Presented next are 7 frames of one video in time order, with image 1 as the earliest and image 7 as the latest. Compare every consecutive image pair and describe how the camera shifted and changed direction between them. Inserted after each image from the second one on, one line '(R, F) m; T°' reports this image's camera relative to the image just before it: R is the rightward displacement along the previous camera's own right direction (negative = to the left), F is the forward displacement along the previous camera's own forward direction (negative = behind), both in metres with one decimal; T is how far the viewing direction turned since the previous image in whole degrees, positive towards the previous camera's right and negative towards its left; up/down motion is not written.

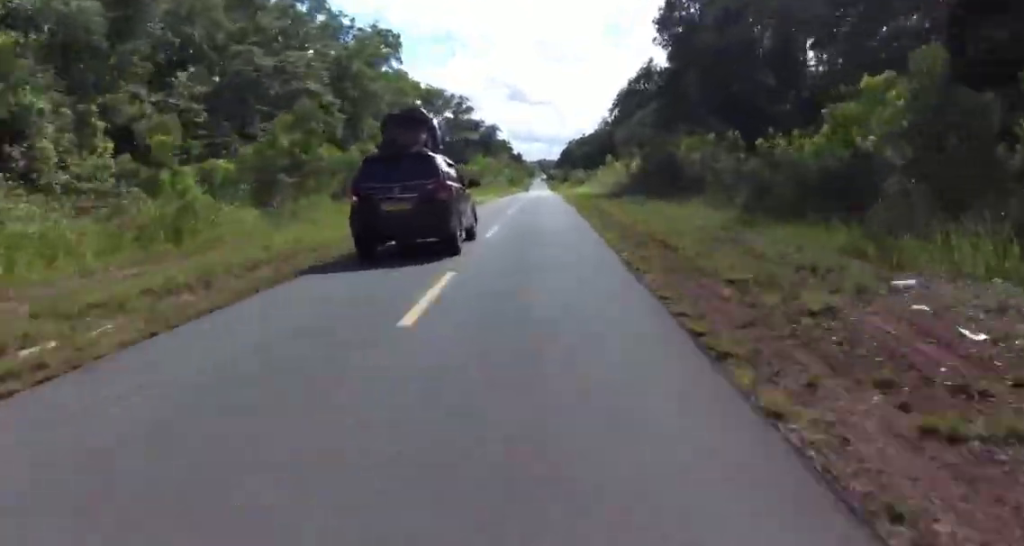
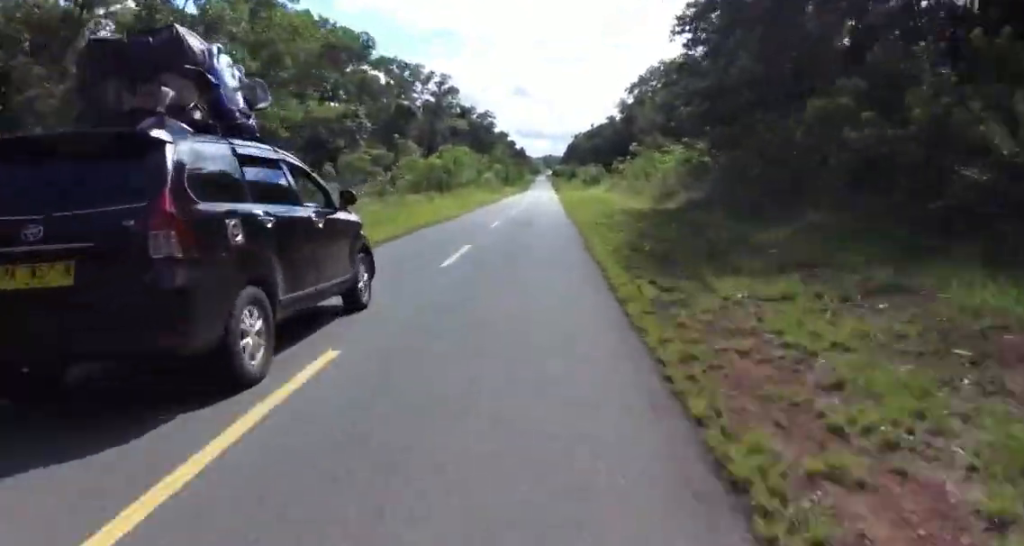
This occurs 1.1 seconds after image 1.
(-0.4, +29.7) m; -2°
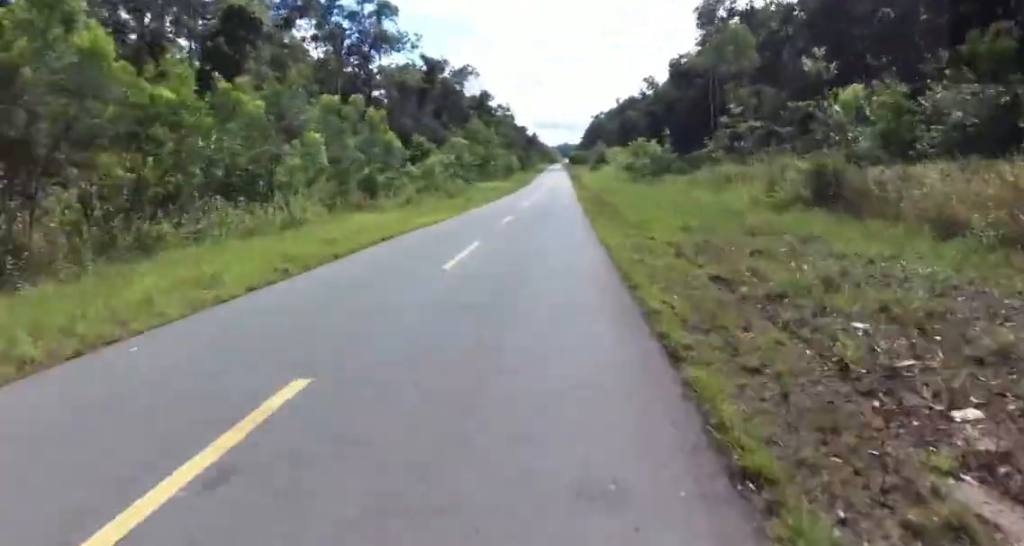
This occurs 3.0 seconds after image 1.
(+0.7, +52.1) m; +2°
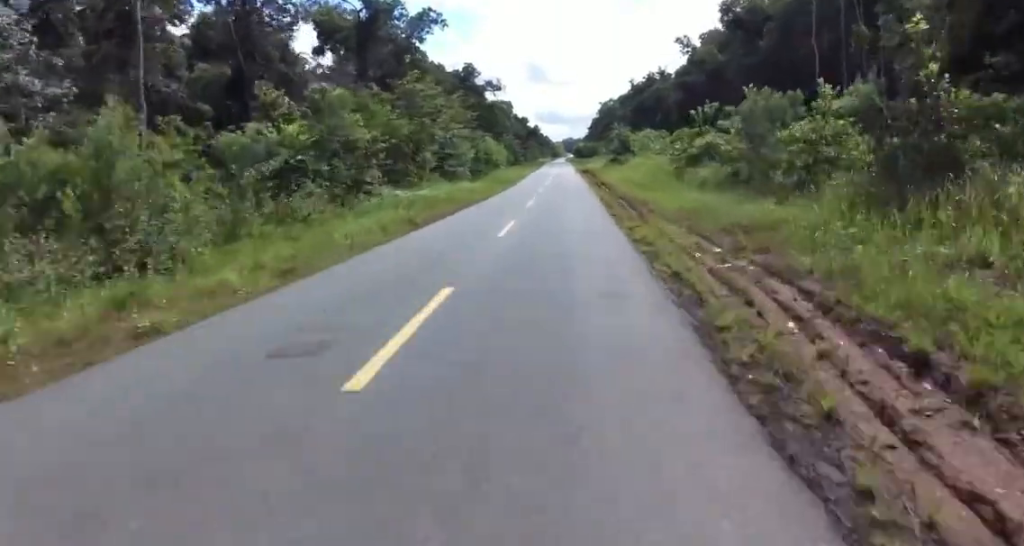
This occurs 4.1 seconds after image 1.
(-0.4, +32.7) m; -2°
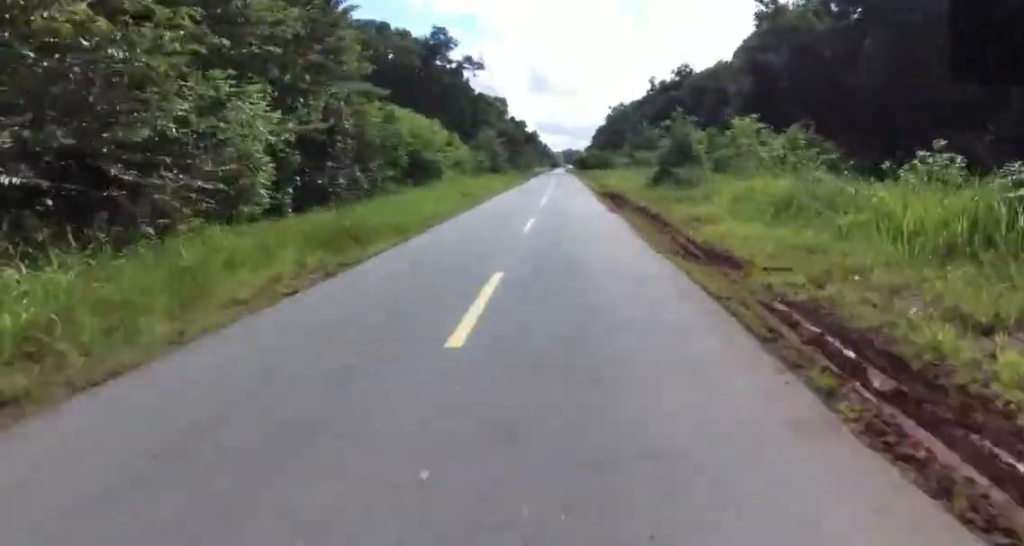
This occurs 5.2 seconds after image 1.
(-0.6, +33.9) m; -1°
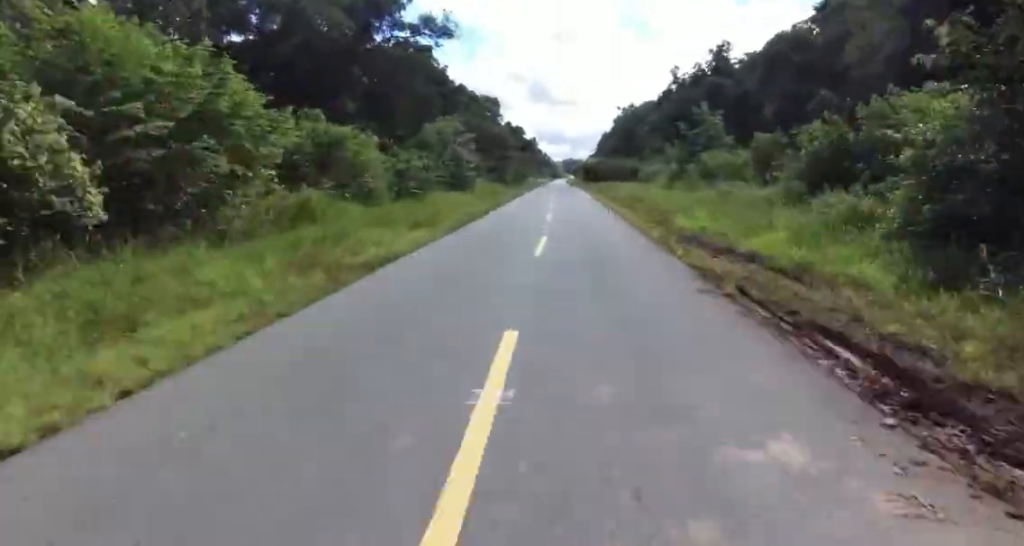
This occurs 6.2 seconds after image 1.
(0.0, +29.3) m; -1°
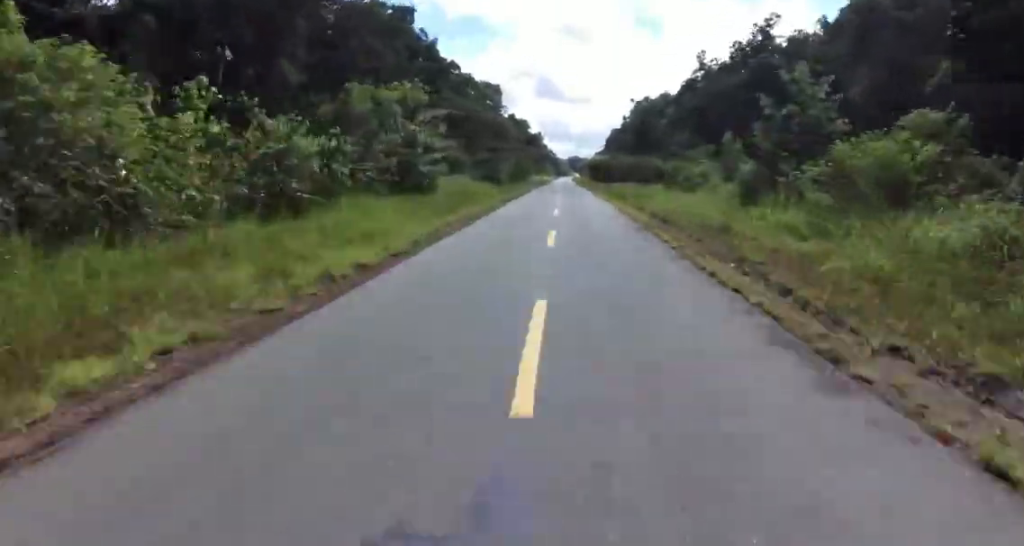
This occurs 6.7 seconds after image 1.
(-0.1, +15.2) m; -1°
